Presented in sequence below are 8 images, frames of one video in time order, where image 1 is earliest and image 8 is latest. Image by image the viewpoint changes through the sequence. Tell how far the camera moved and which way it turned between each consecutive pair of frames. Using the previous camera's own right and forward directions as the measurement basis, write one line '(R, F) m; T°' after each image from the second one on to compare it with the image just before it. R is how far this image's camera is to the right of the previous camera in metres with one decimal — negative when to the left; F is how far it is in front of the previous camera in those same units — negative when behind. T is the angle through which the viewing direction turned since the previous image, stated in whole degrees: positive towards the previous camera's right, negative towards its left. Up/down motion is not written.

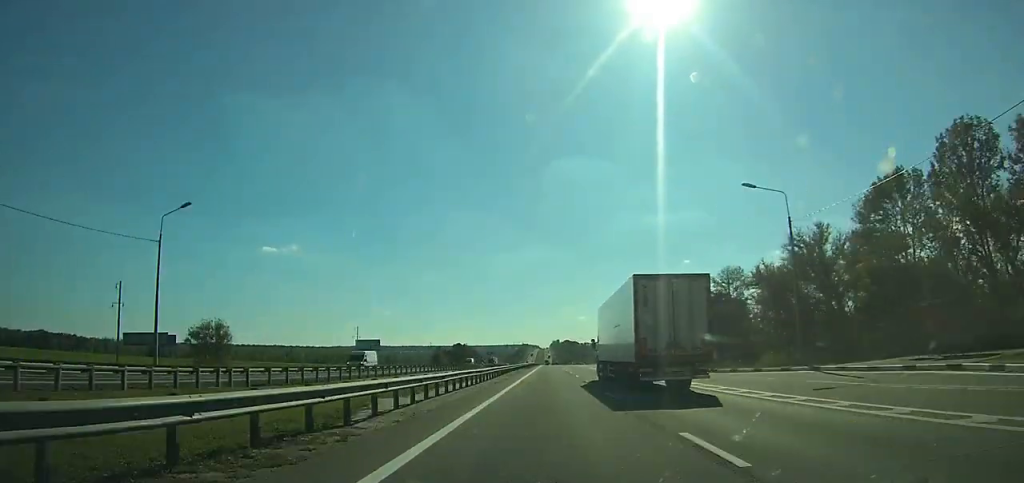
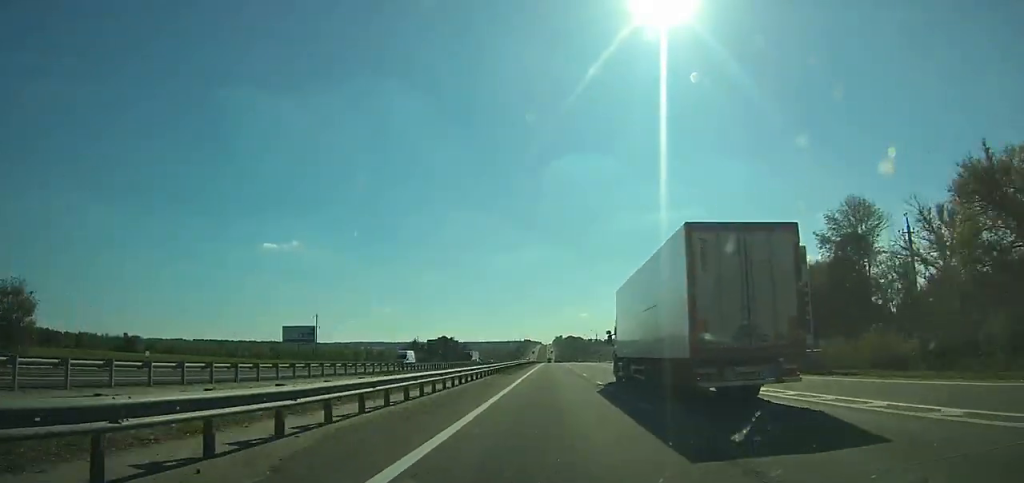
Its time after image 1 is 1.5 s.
(0.0, +40.6) m; 0°
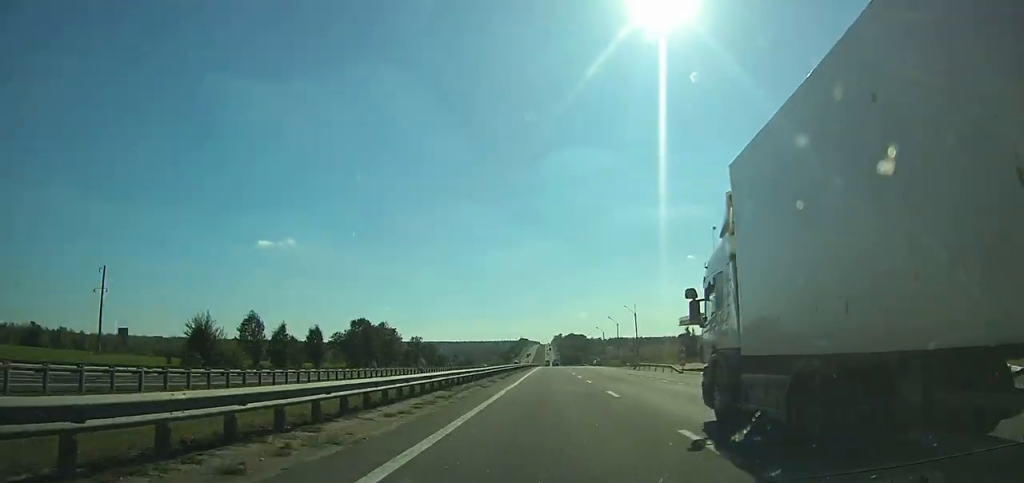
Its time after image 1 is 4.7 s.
(0.0, +86.5) m; 0°
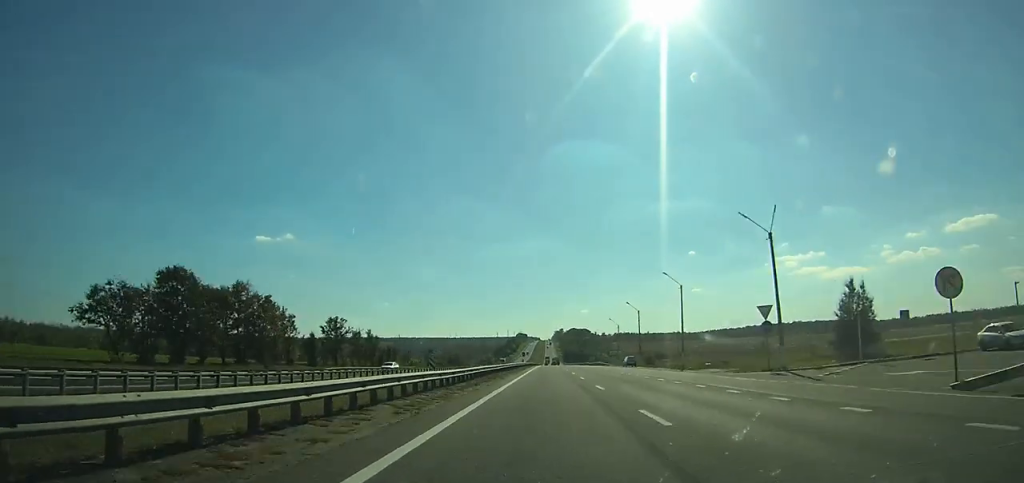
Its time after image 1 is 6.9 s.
(-0.1, +61.2) m; 0°
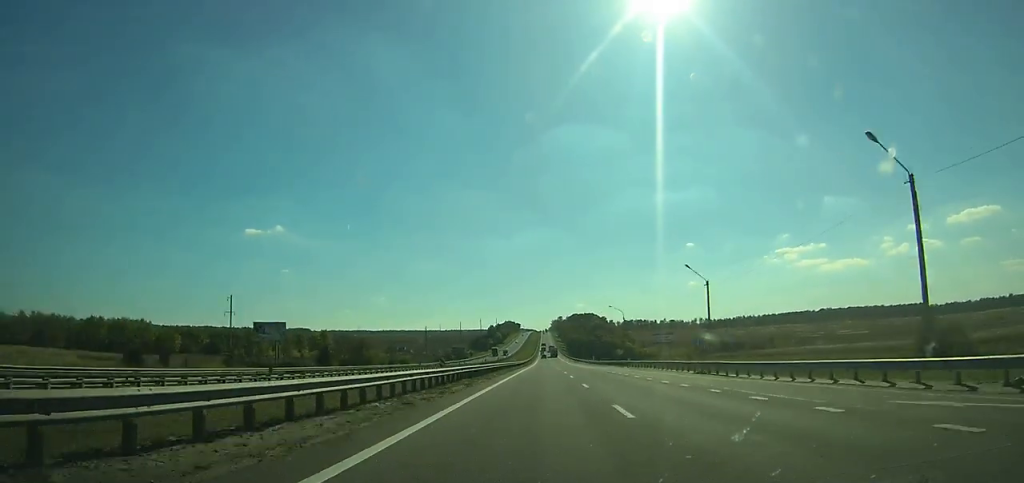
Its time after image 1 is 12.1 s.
(+0.2, +145.0) m; +1°
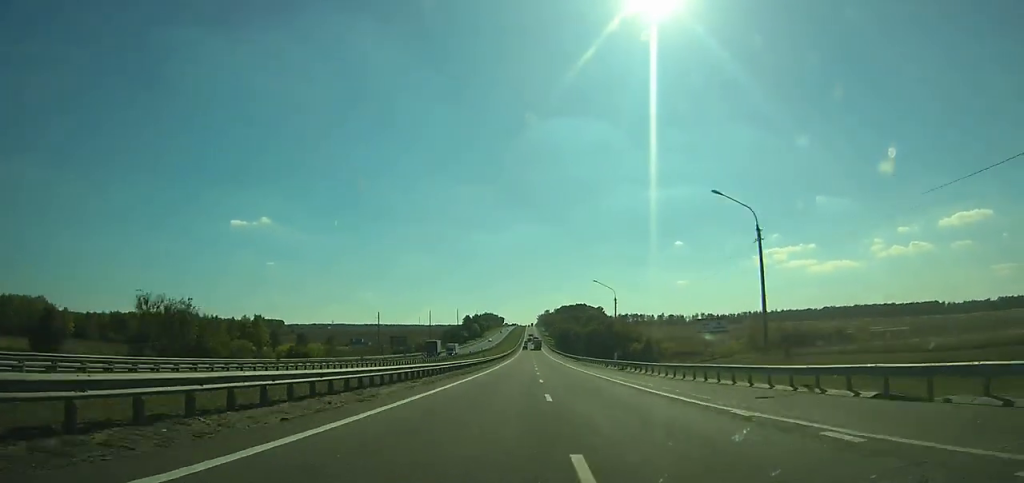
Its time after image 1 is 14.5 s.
(+0.4, +65.9) m; 0°
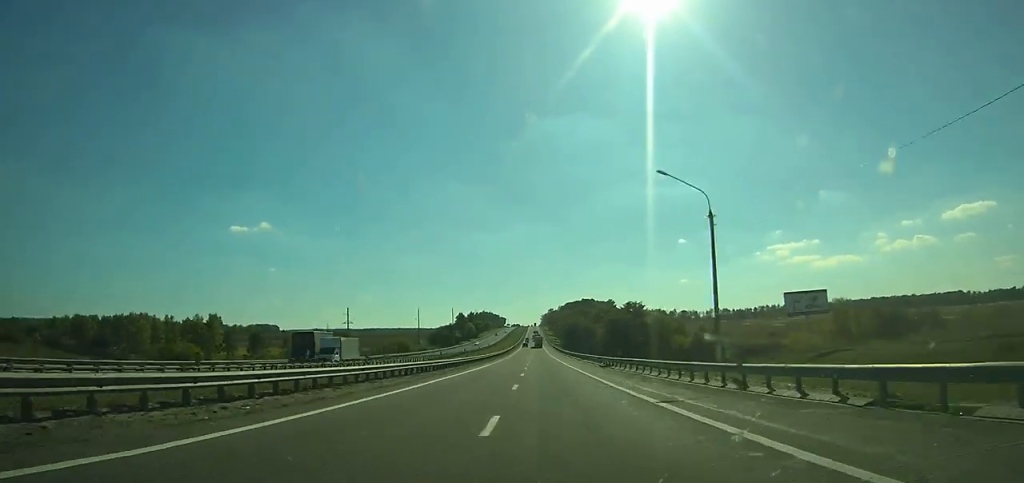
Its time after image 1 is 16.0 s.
(+0.2, +43.3) m; 0°
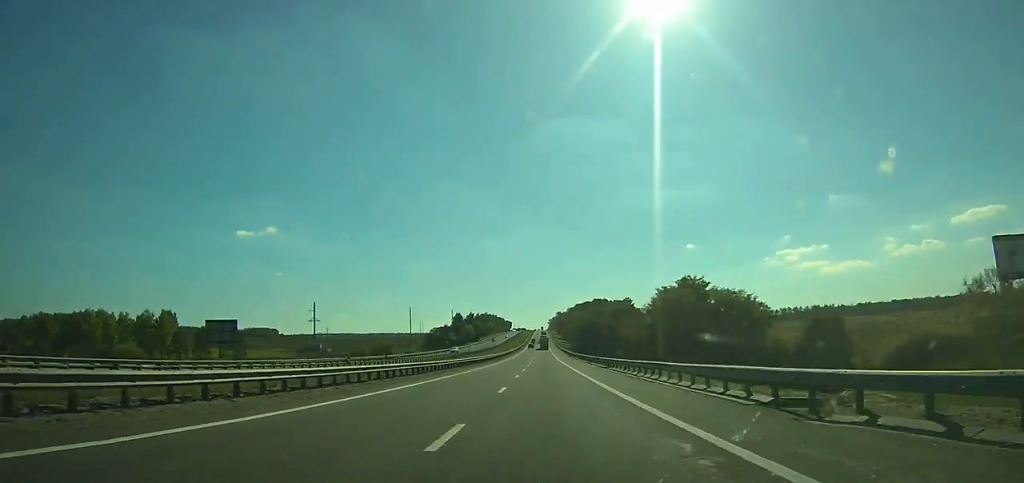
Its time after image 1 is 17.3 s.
(+0.3, +37.5) m; 0°
